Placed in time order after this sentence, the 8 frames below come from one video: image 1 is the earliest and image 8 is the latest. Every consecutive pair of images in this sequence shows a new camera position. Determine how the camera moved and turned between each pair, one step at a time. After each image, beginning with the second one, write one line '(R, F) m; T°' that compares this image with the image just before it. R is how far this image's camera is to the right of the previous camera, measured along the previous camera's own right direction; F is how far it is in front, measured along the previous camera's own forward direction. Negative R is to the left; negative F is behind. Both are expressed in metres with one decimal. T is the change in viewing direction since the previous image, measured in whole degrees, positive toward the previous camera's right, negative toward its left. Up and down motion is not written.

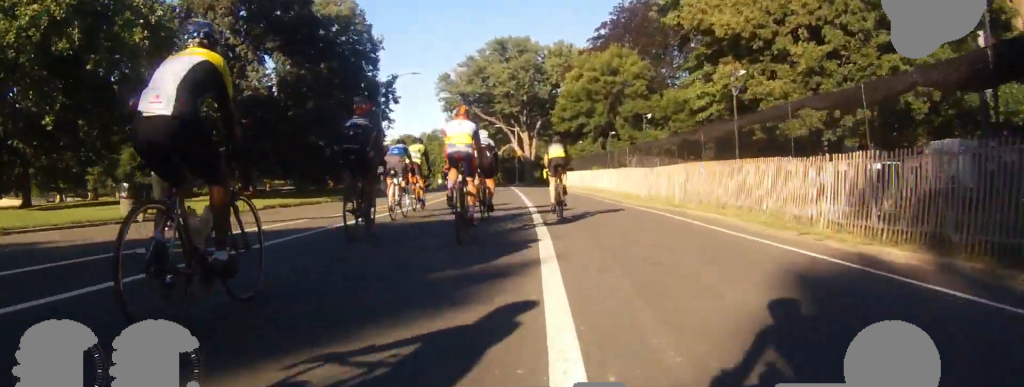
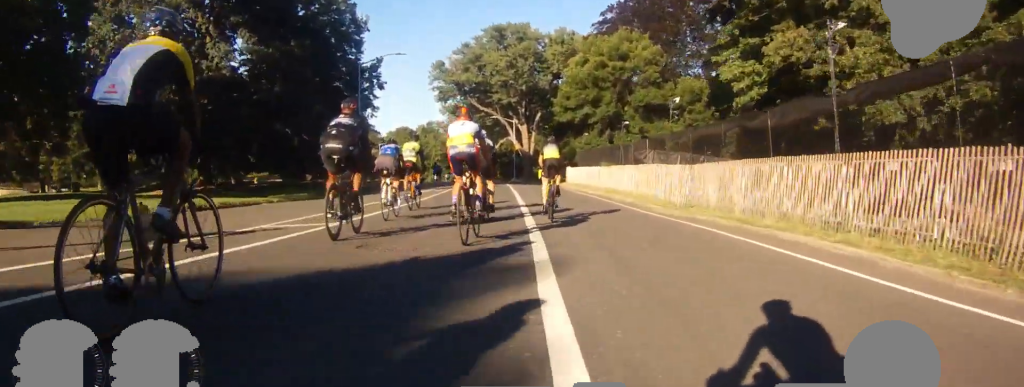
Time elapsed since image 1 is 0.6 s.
(+0.2, +5.8) m; -3°
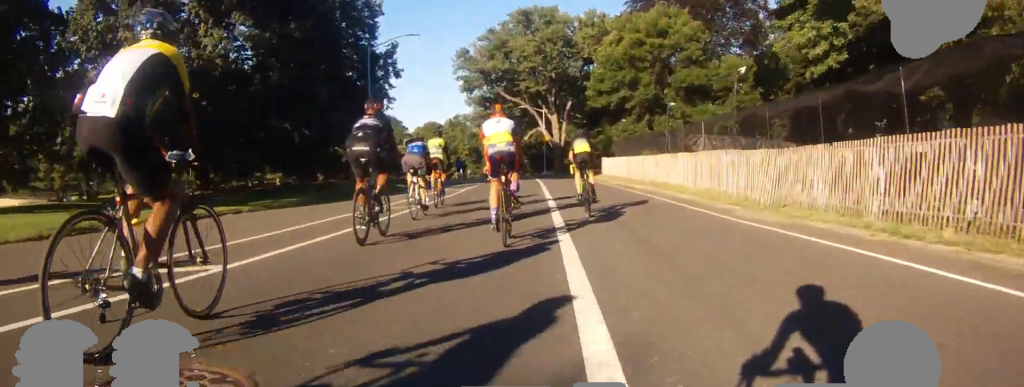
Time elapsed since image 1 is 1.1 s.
(-0.4, +4.6) m; -1°
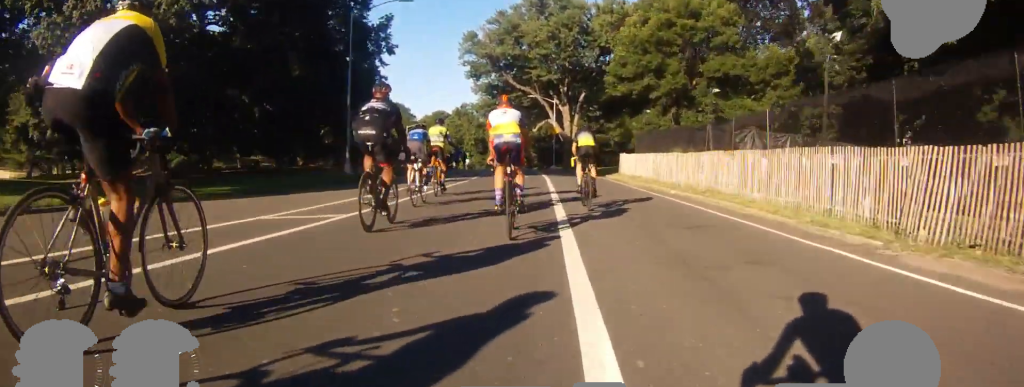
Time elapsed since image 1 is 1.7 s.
(-0.4, +5.9) m; -1°
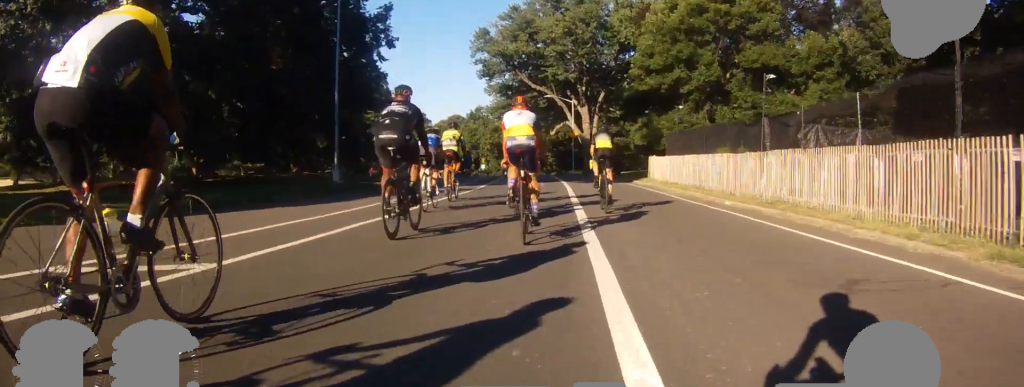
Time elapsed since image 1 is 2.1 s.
(+0.3, +4.4) m; 0°
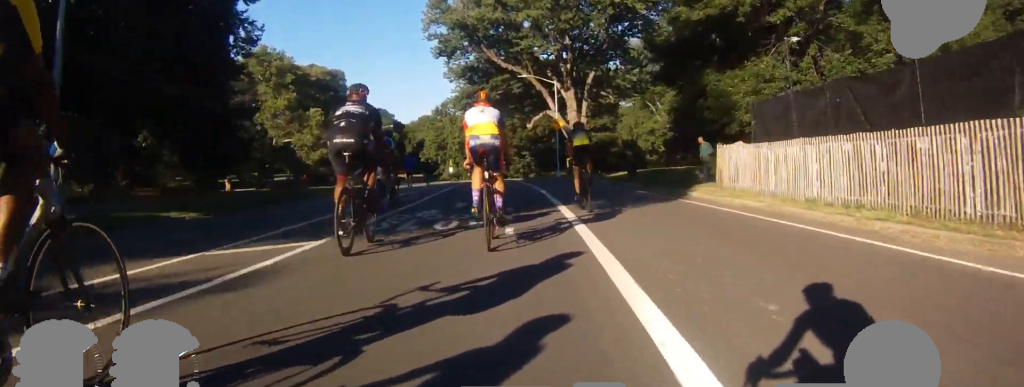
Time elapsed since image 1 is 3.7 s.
(-0.3, +16.3) m; 0°
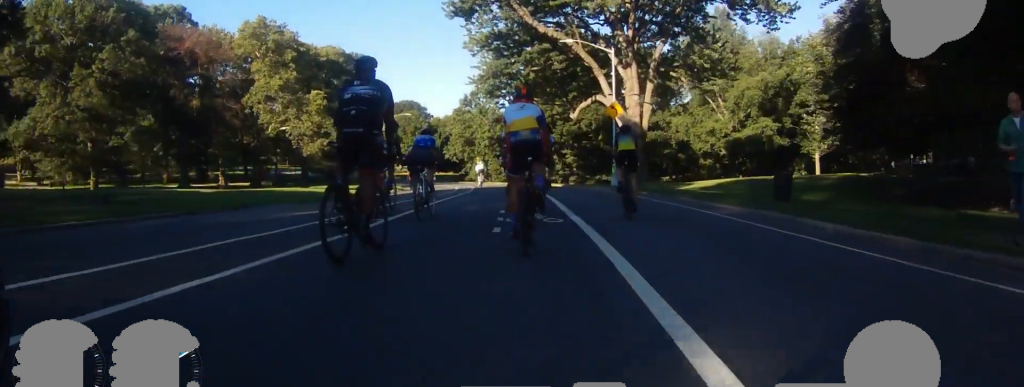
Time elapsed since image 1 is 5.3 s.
(+0.1, +16.1) m; 0°
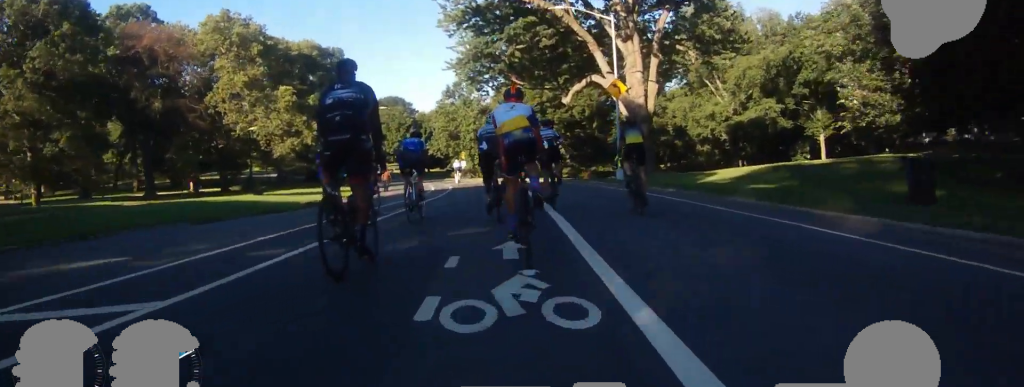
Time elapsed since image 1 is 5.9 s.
(0.0, +6.5) m; 0°
